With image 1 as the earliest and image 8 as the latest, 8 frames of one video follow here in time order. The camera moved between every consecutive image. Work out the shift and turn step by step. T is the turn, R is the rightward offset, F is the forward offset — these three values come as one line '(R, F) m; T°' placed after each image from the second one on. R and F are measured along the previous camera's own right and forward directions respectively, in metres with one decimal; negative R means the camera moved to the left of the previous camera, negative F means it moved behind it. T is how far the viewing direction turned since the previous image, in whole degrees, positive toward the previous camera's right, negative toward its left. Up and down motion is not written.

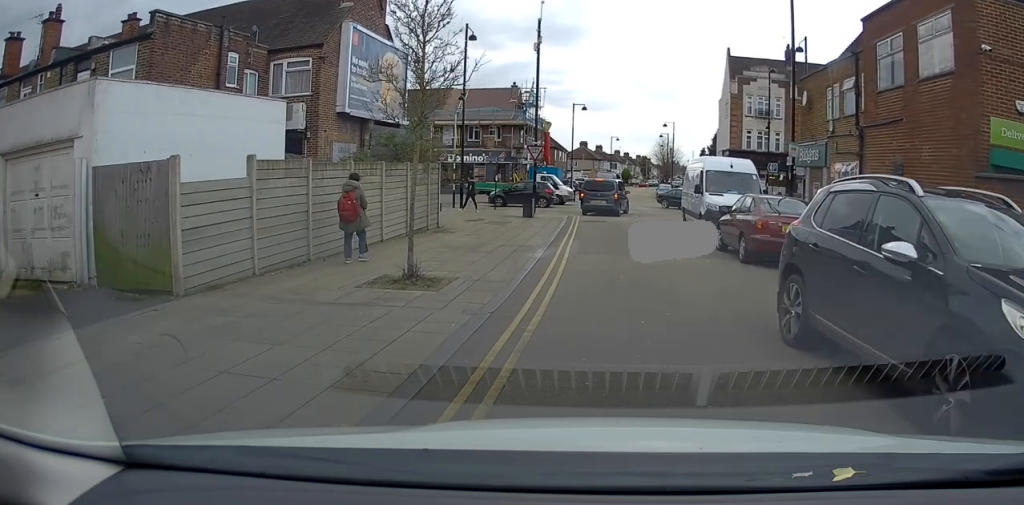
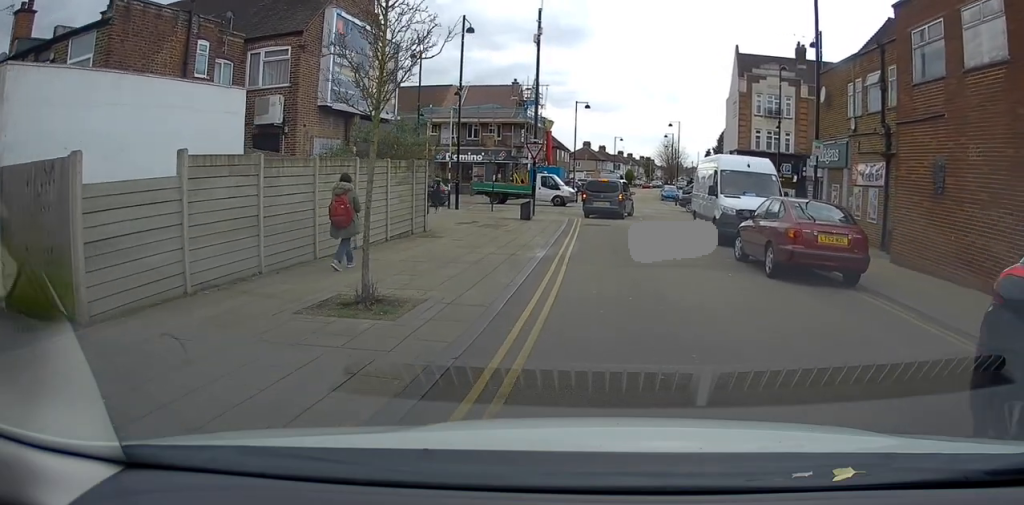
(-0.2, +1.7) m; +2°
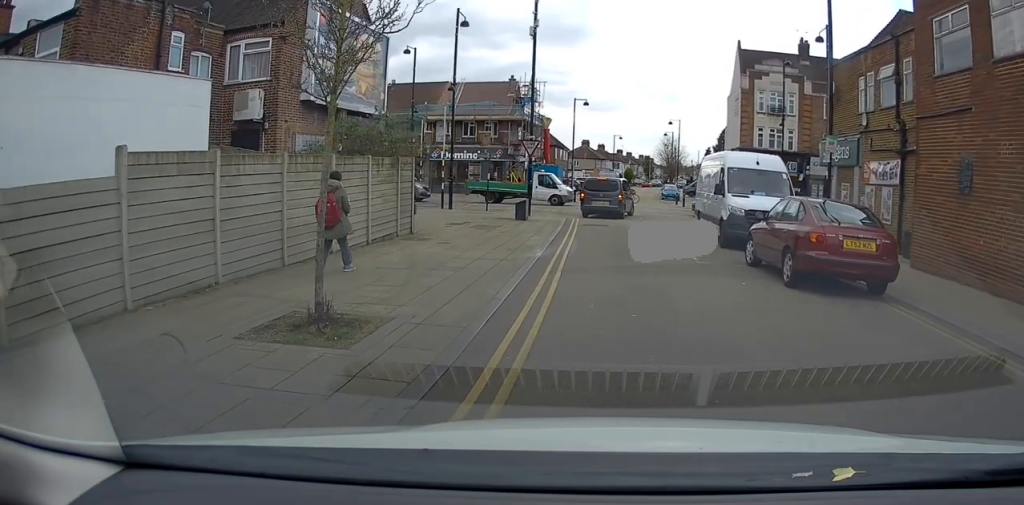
(0.0, +1.1) m; +1°
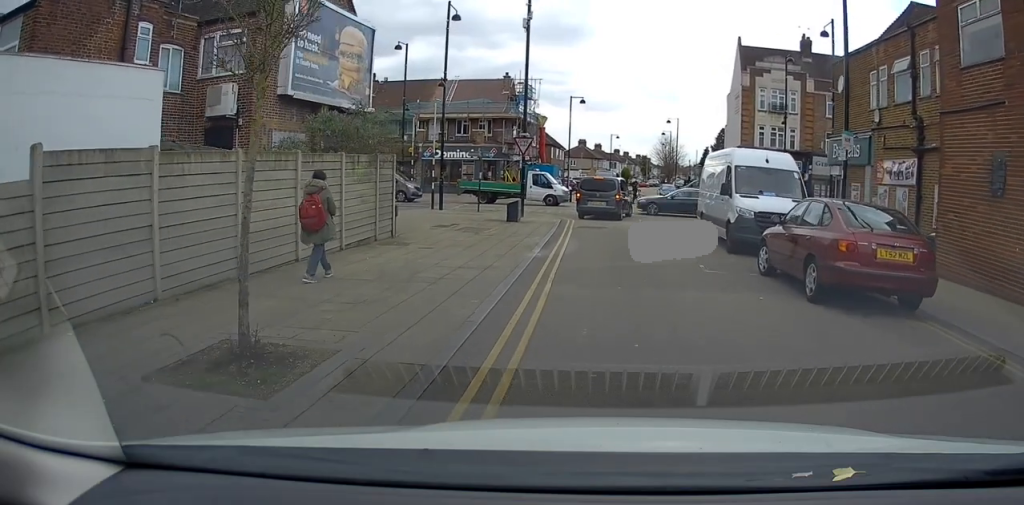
(+0.2, +1.2) m; 0°
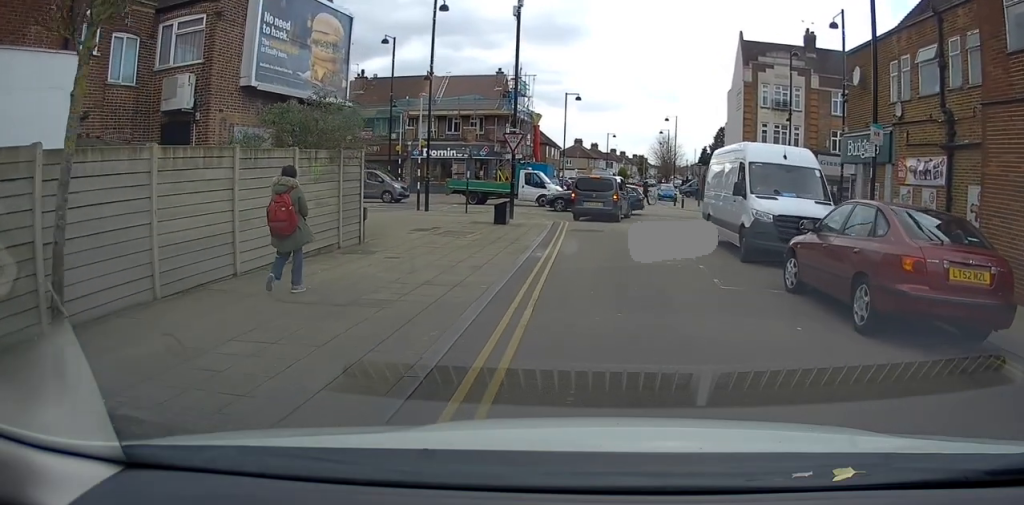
(0.0, +2.0) m; +1°
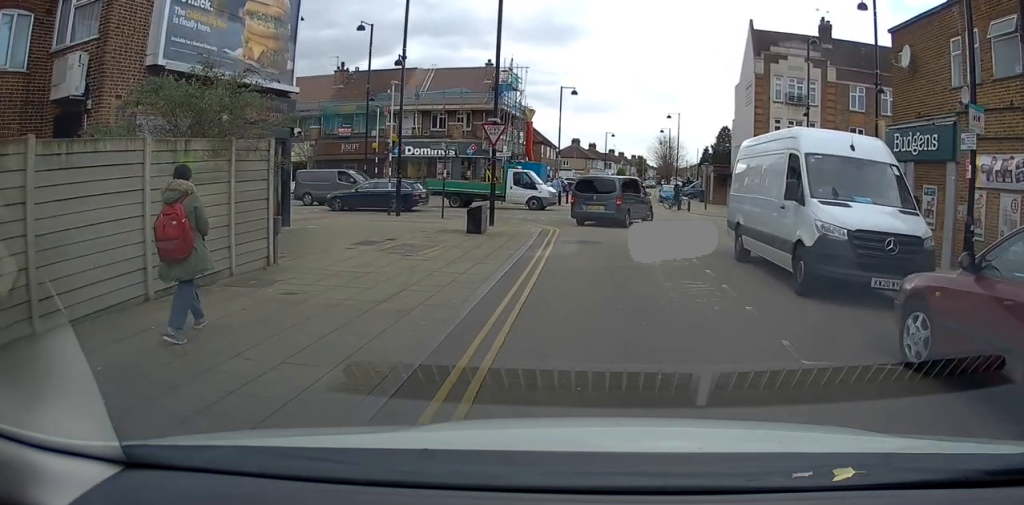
(+0.1, +3.9) m; +7°
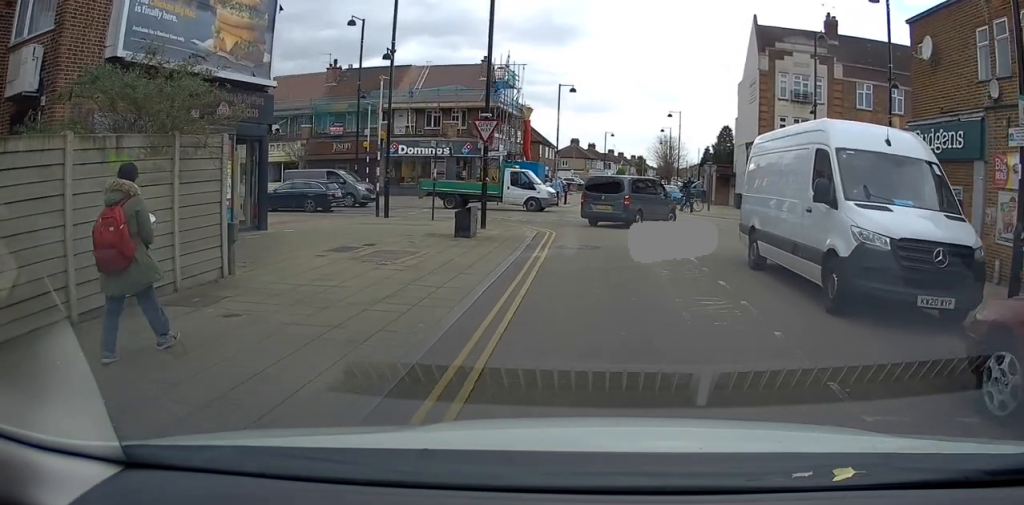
(0.0, +1.2) m; +1°
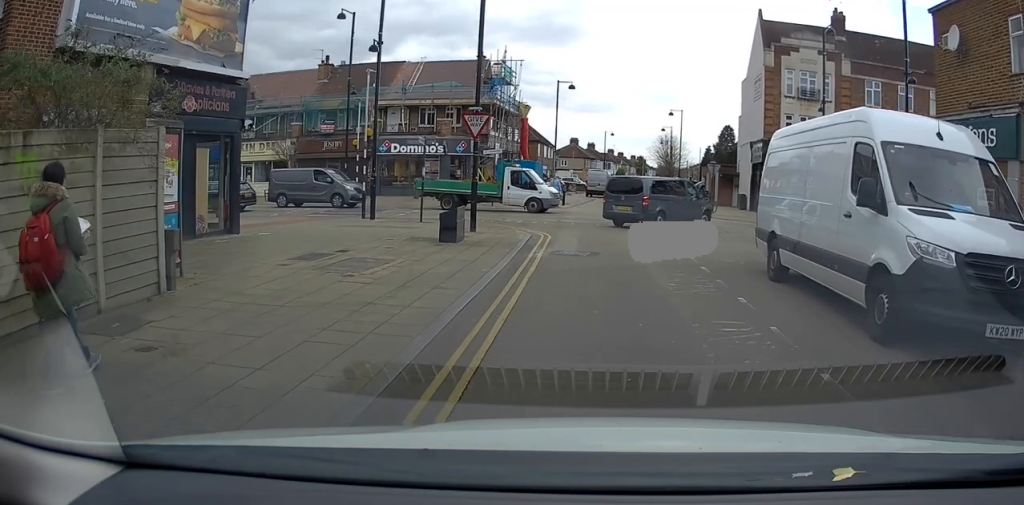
(0.0, +1.5) m; -3°
